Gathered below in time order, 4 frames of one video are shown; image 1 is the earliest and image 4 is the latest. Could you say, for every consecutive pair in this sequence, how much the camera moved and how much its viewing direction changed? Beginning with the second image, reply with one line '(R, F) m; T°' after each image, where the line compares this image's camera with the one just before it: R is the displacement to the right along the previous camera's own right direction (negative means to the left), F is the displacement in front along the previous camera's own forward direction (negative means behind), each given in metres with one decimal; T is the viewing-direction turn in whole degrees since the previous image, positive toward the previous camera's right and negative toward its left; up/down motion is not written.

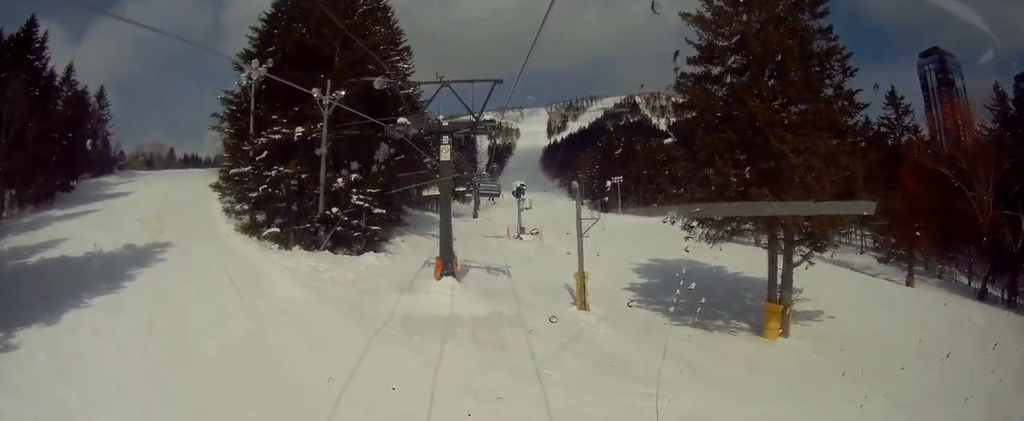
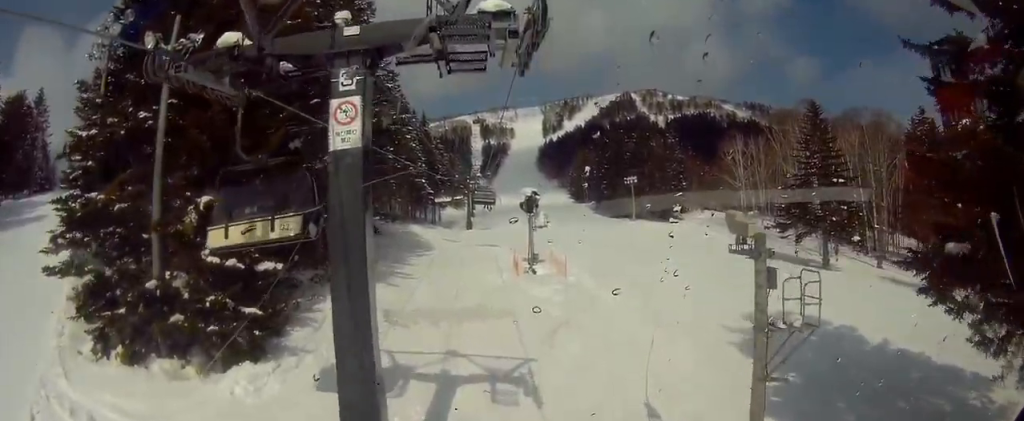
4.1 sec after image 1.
(+1.2, +16.5) m; +5°
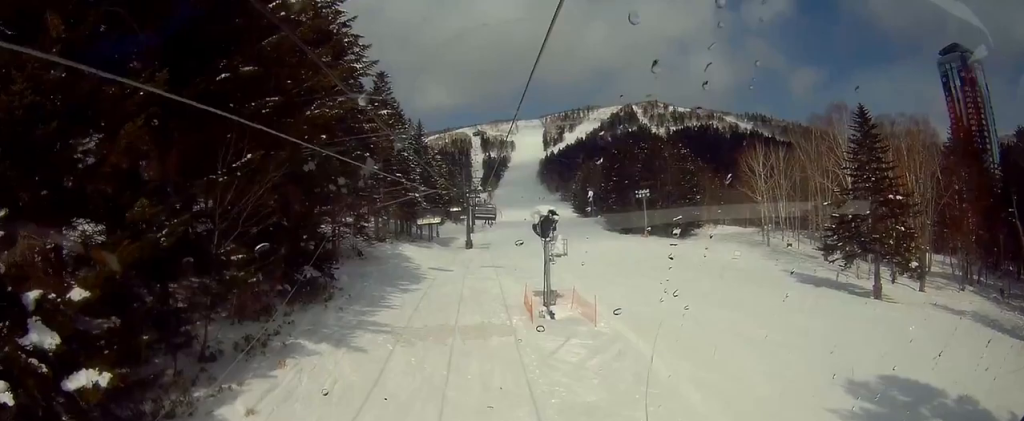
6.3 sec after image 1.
(-0.2, +8.4) m; -4°
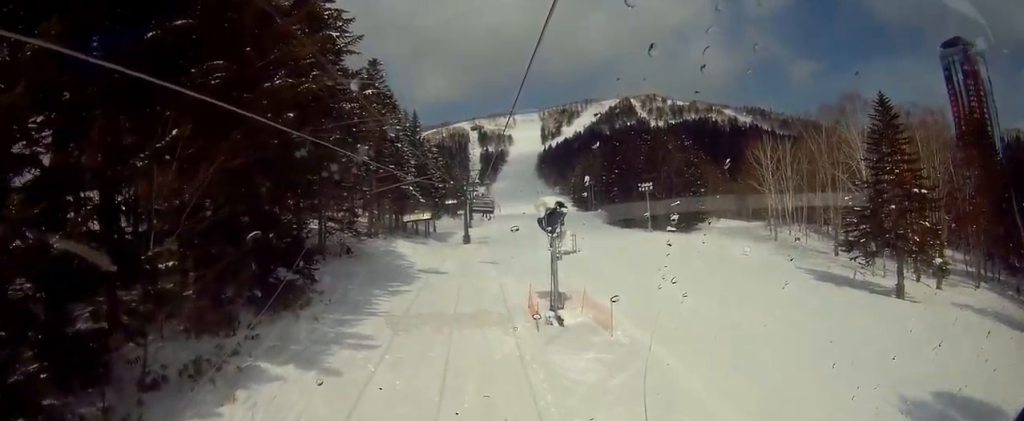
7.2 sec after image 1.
(-0.1, +3.4) m; 0°
